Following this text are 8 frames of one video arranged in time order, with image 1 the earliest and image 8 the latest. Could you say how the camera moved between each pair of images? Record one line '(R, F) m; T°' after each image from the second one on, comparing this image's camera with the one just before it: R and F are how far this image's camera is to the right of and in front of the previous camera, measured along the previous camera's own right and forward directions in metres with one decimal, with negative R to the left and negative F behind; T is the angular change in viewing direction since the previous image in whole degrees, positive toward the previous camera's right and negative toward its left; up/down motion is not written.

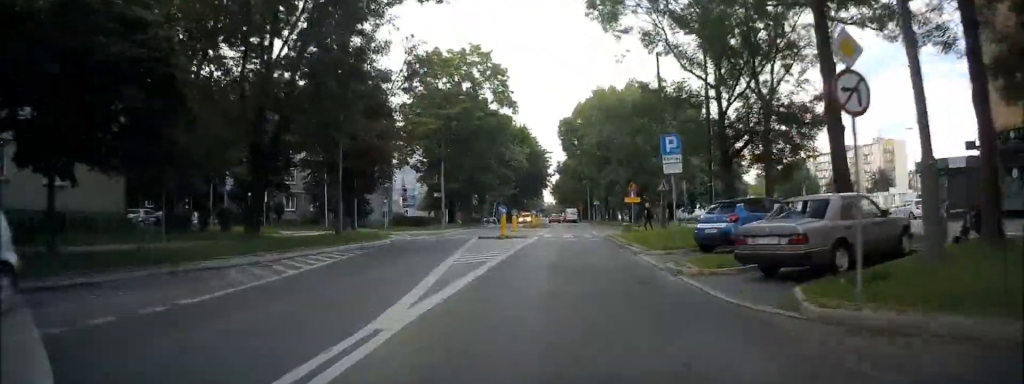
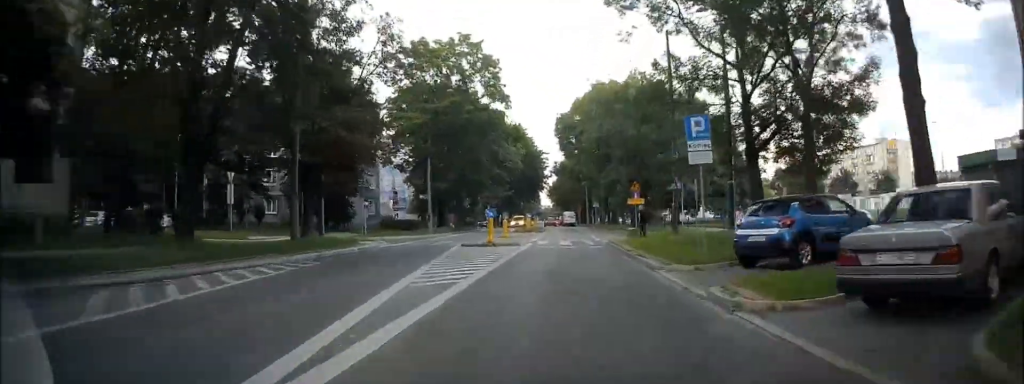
(0.0, +4.2) m; +1°
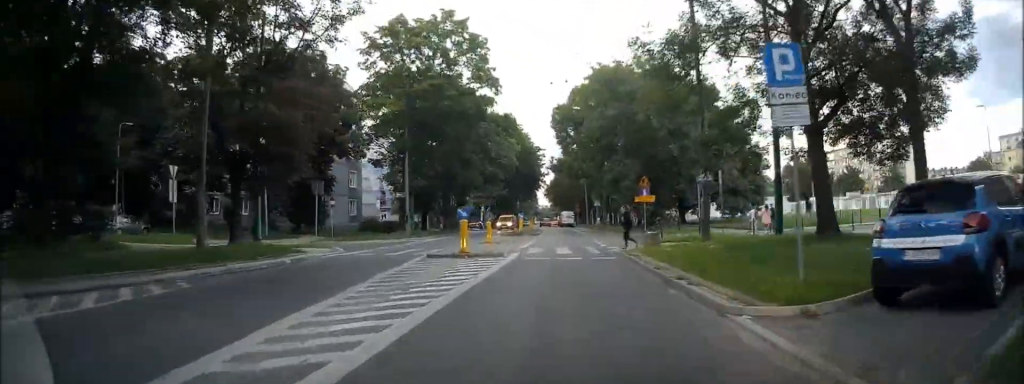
(+0.1, +6.5) m; +2°
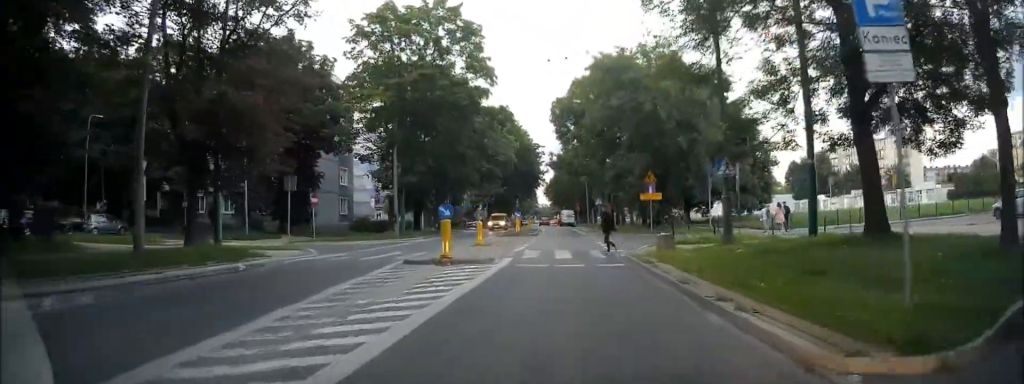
(0.0, +3.7) m; 0°
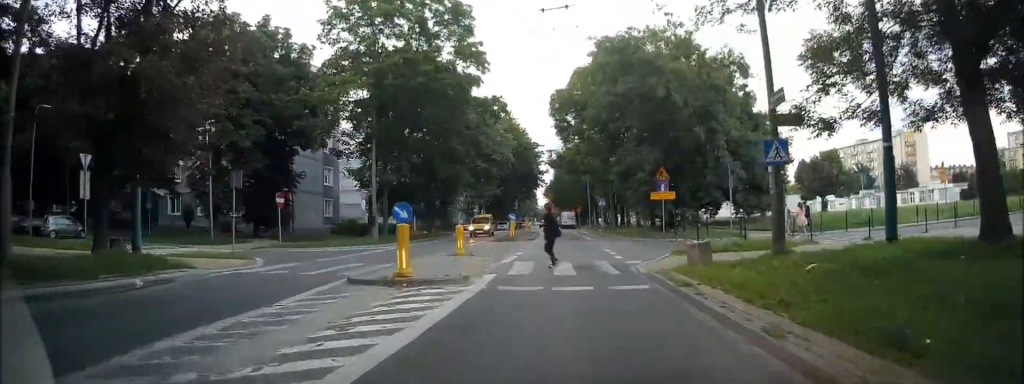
(0.0, +5.7) m; -2°
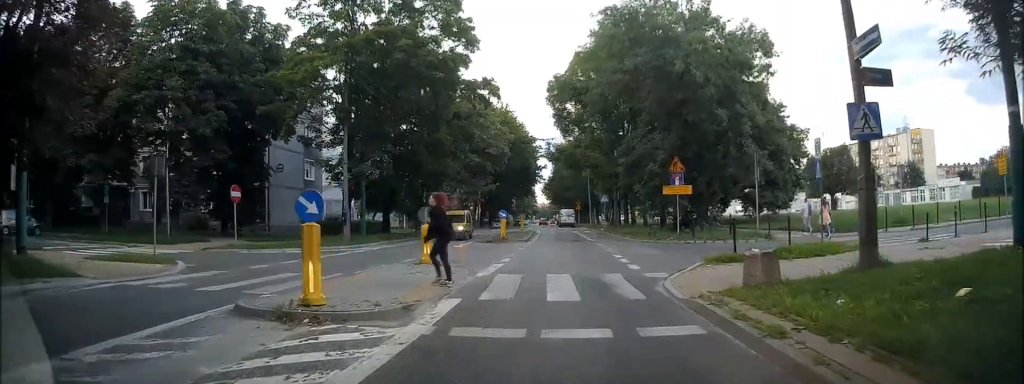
(-0.2, +4.8) m; 0°
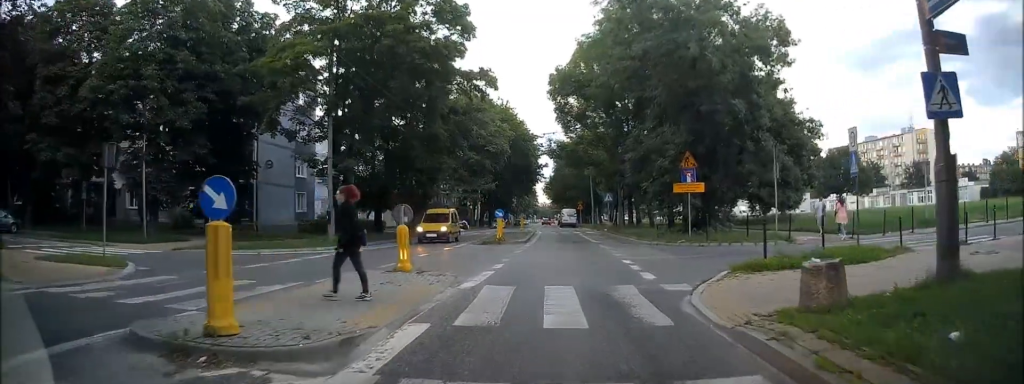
(+0.1, +2.2) m; +2°
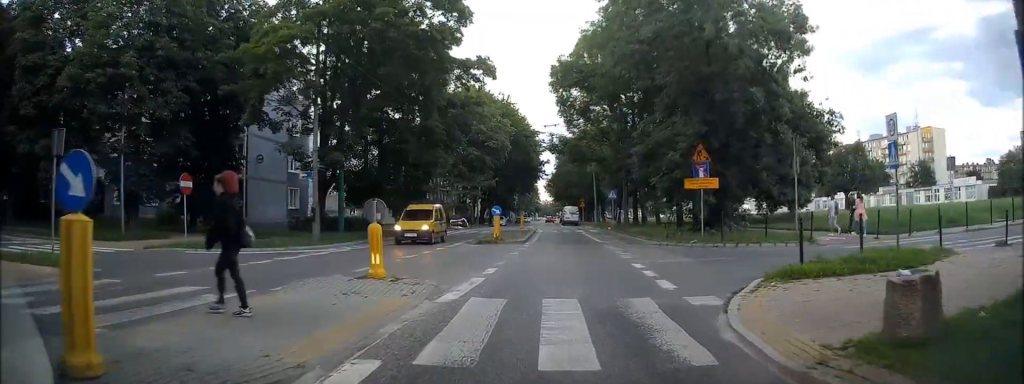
(0.0, +1.8) m; +1°
